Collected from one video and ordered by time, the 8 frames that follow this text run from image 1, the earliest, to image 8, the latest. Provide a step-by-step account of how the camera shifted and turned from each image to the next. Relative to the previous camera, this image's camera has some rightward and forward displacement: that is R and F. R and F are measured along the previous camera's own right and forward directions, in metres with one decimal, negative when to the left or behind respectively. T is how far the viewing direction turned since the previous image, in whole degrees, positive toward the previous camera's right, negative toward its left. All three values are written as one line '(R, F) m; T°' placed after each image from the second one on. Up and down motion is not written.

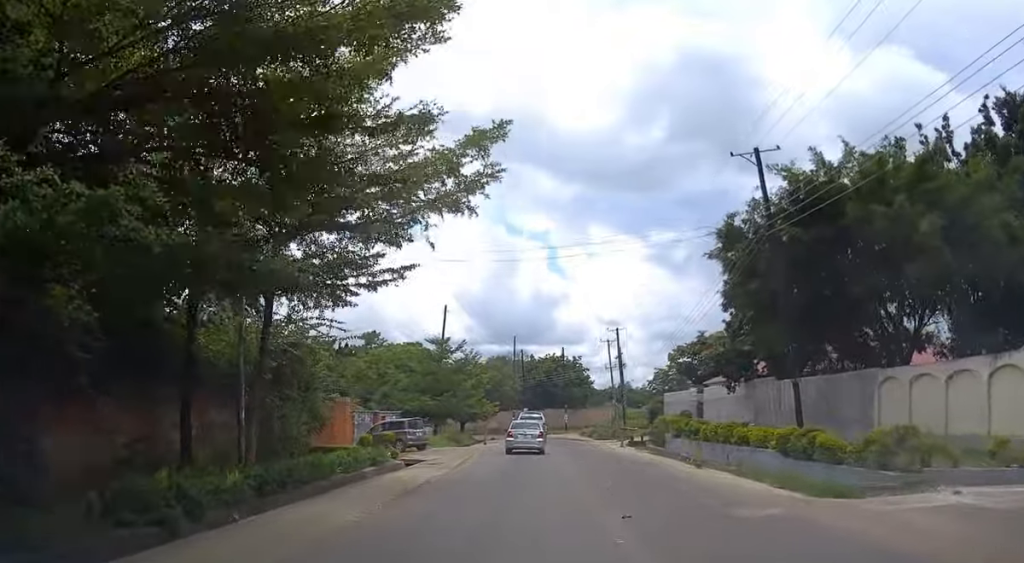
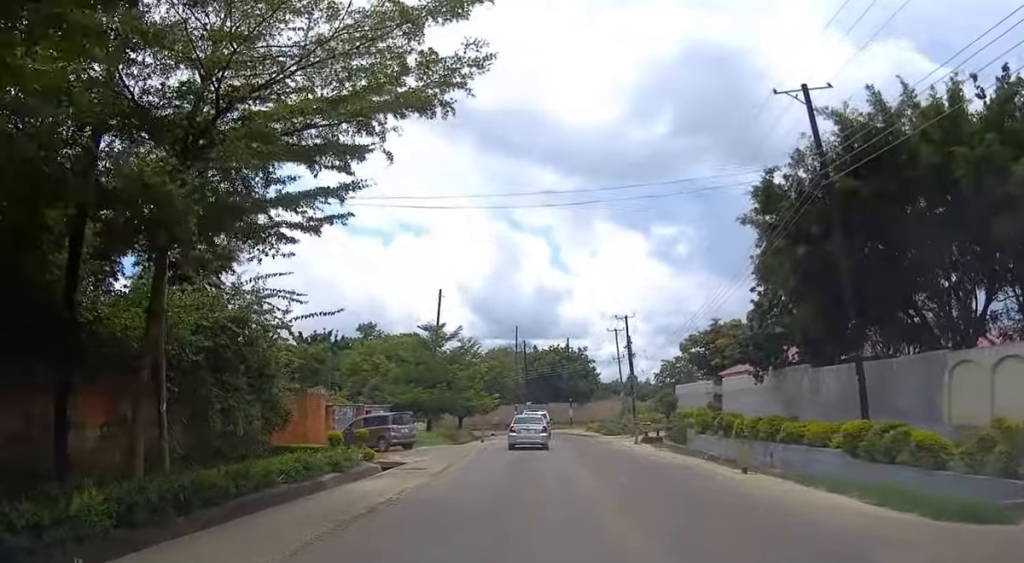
(0.0, +5.1) m; 0°
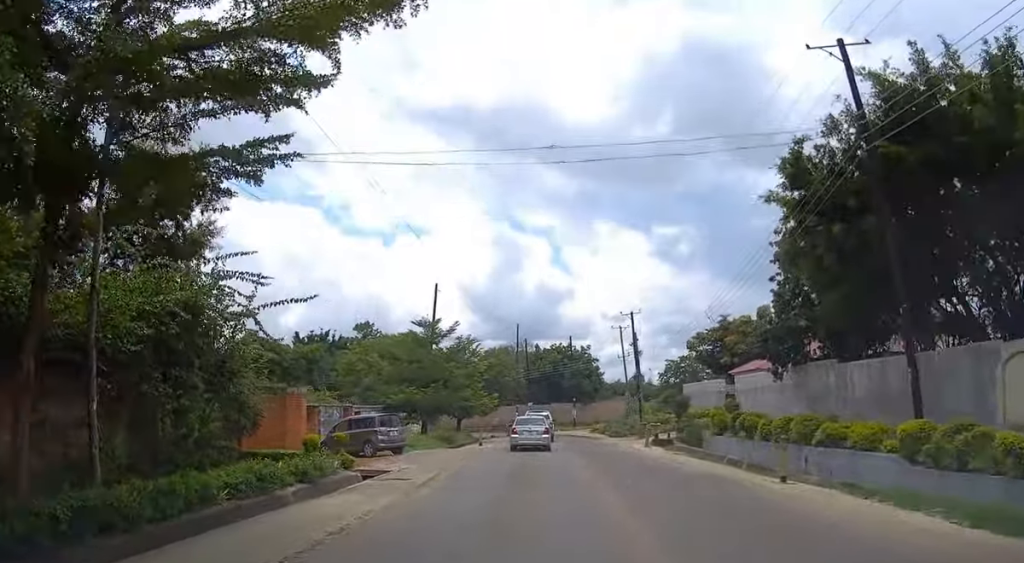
(0.0, +3.1) m; 0°
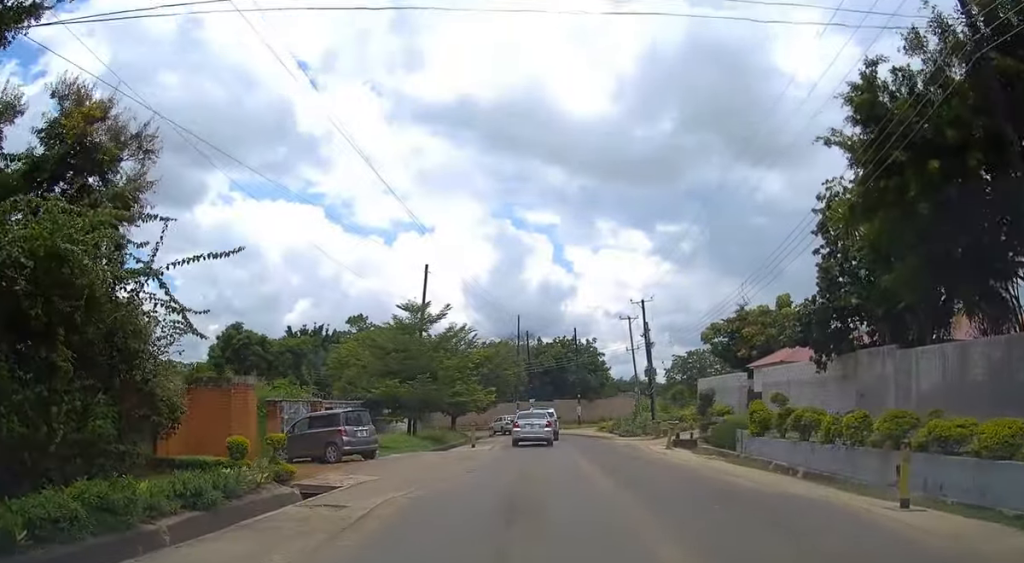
(0.0, +6.0) m; 0°
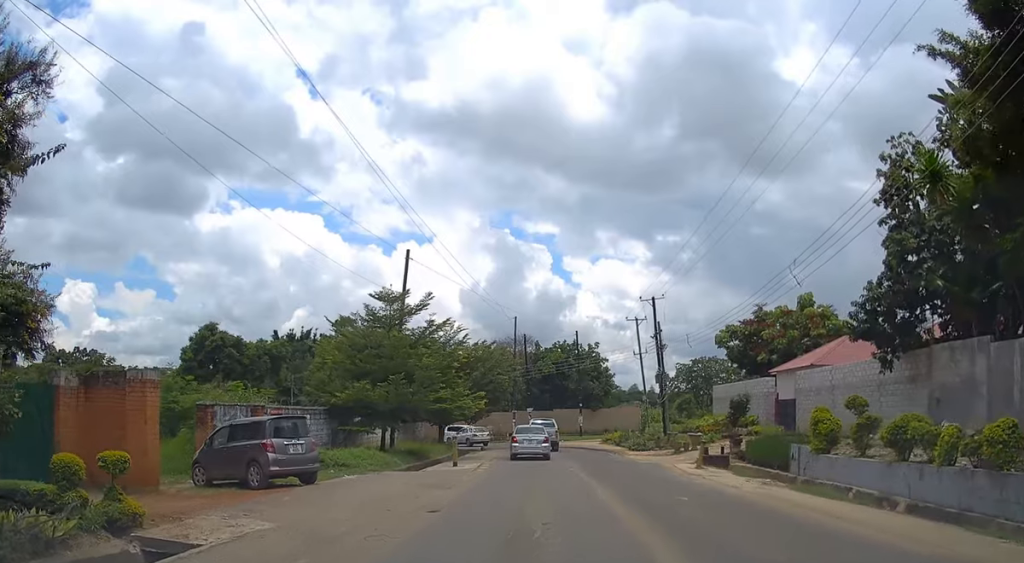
(0.0, +6.7) m; 0°
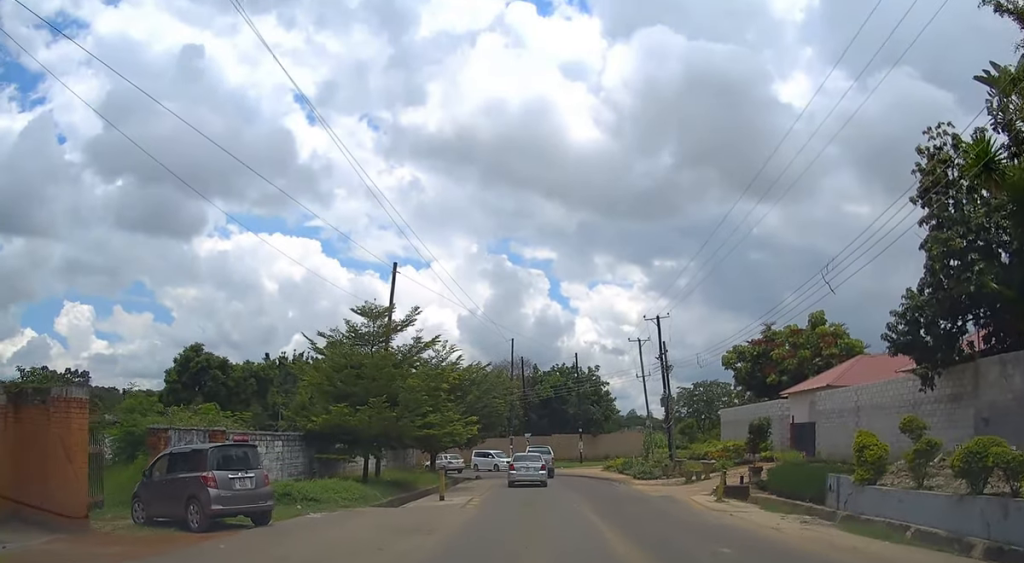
(0.0, +3.3) m; 0°
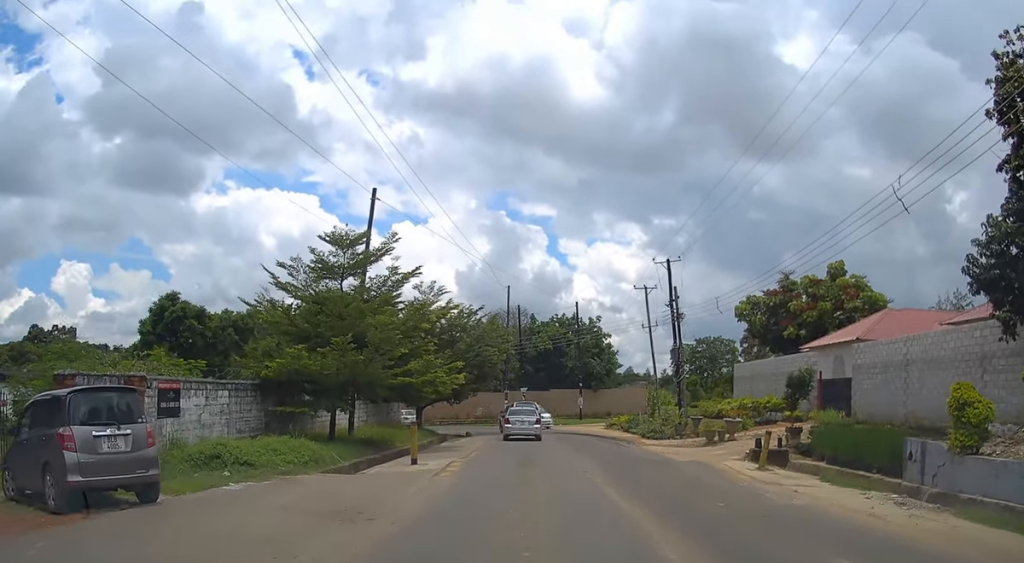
(0.0, +4.4) m; 0°
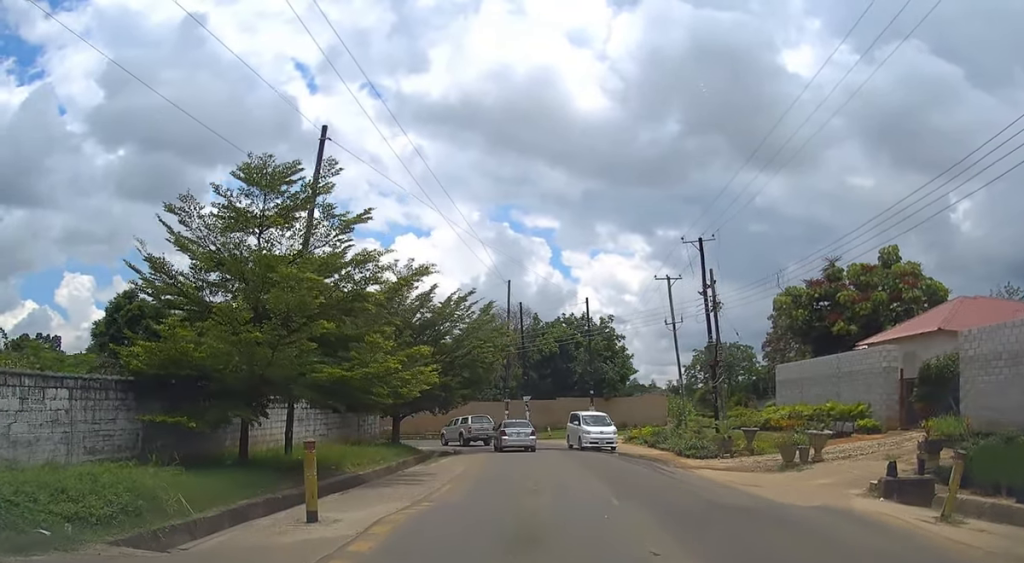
(-0.1, +7.8) m; 0°
